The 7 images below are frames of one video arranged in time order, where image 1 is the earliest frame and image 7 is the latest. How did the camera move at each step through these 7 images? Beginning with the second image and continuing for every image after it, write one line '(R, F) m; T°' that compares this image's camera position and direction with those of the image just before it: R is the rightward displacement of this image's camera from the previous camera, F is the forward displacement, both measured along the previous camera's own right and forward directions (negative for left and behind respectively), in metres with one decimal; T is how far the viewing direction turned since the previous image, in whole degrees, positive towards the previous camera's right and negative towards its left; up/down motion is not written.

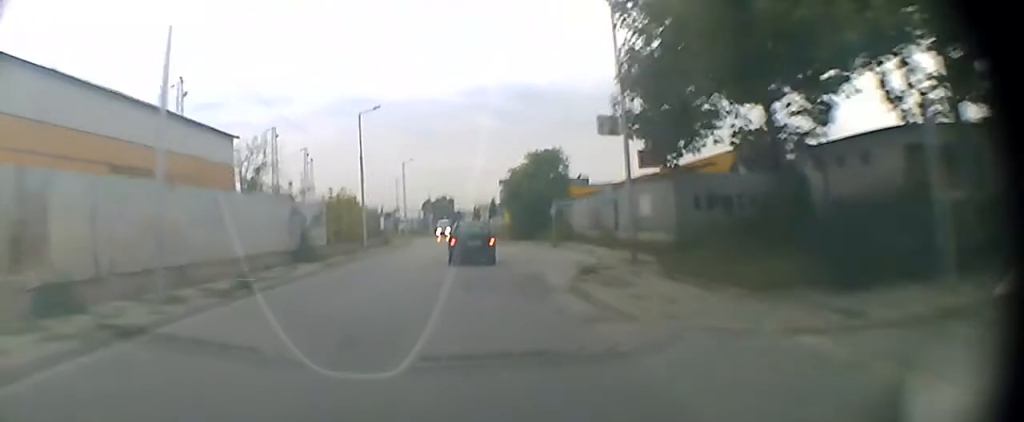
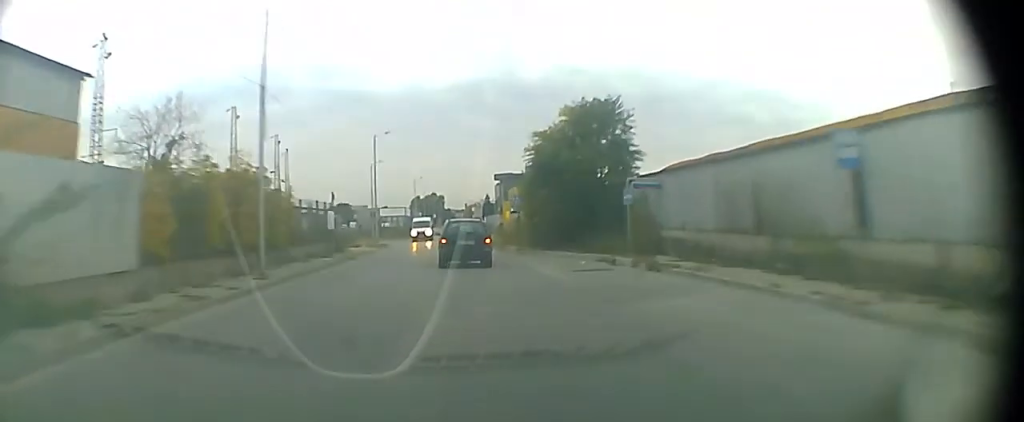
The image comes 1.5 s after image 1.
(0.0, +21.9) m; 0°
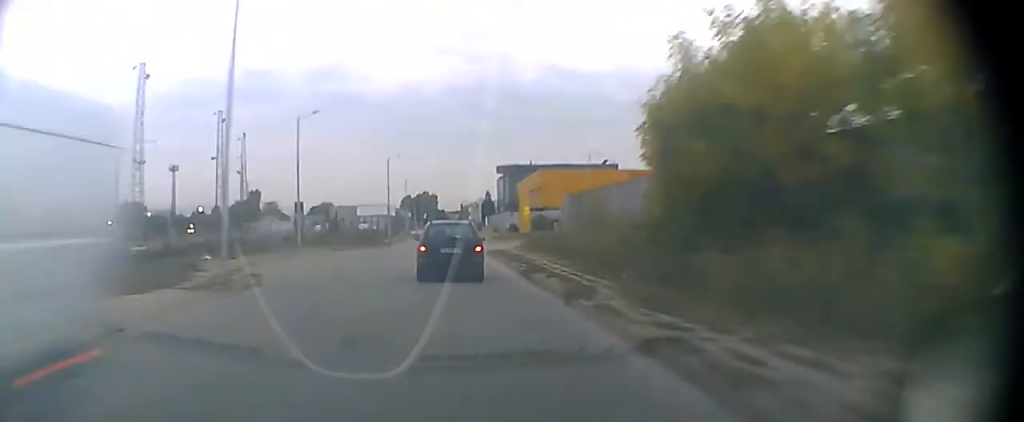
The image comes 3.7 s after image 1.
(+0.1, +33.9) m; 0°
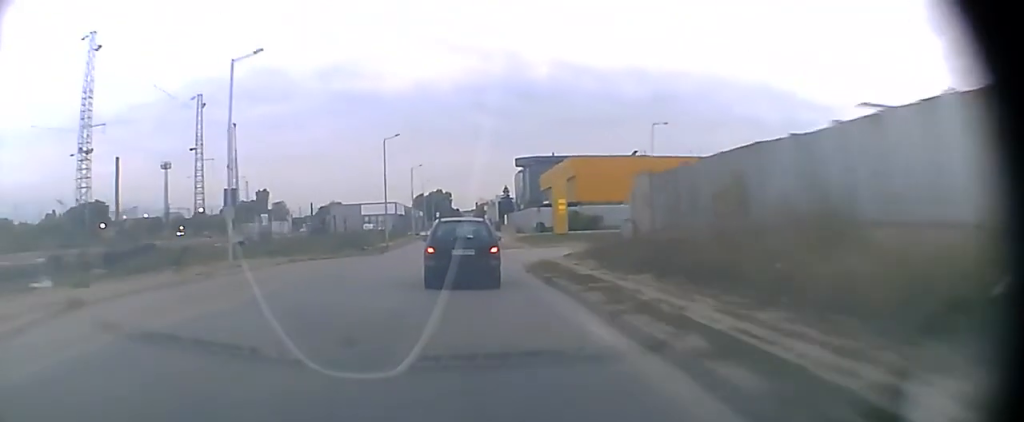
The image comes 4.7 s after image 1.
(-0.2, +15.4) m; -1°
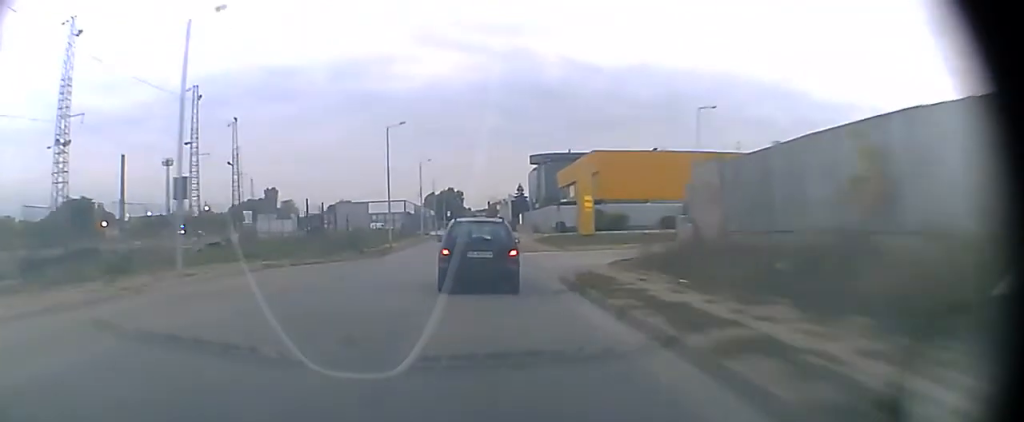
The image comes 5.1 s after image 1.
(0.0, +6.2) m; 0°
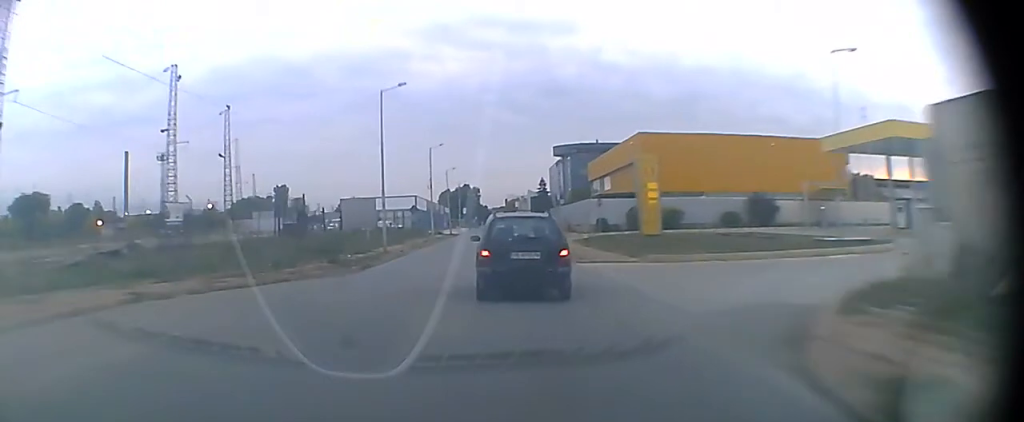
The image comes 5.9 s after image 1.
(0.0, +12.7) m; 0°
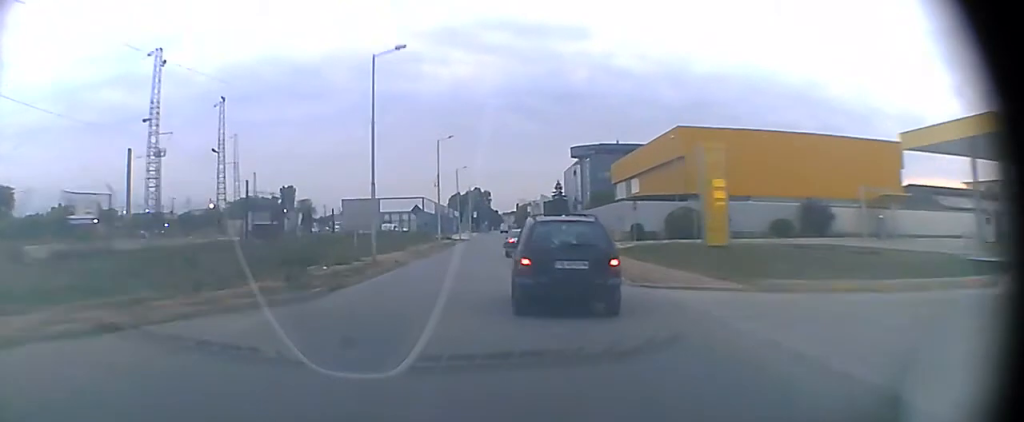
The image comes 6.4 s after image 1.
(0.0, +7.5) m; 0°
